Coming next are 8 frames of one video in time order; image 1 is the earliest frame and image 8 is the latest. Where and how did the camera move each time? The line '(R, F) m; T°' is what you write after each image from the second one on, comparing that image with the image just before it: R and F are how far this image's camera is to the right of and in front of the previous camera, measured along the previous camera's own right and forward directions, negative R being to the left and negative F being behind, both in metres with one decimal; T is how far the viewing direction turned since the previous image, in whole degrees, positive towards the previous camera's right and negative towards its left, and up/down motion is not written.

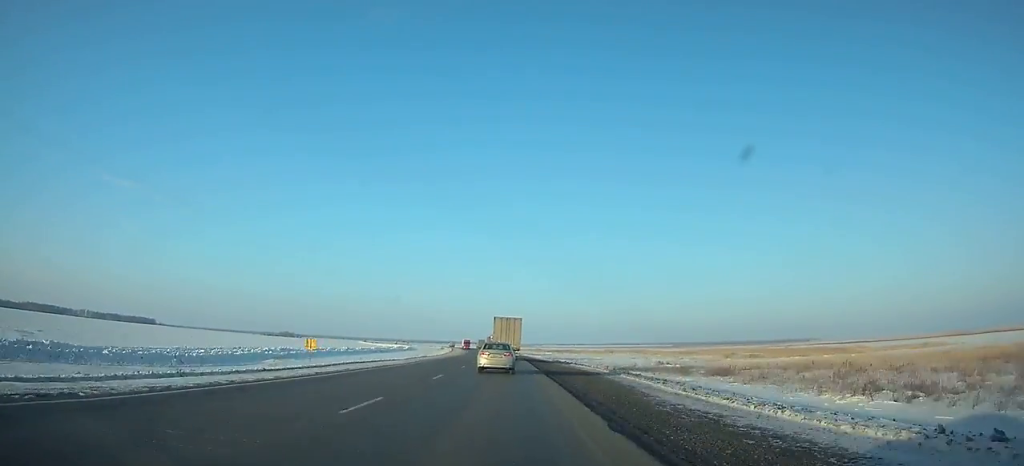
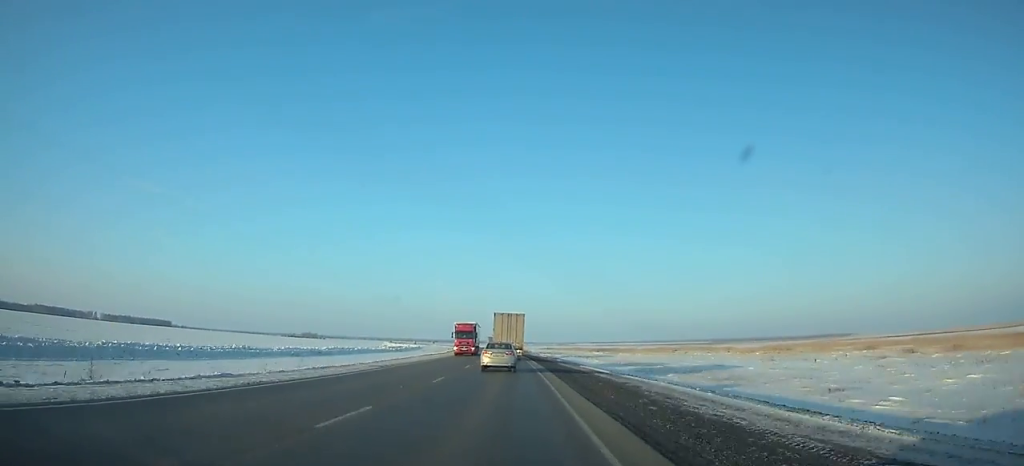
(-2.1, +89.4) m; -3°
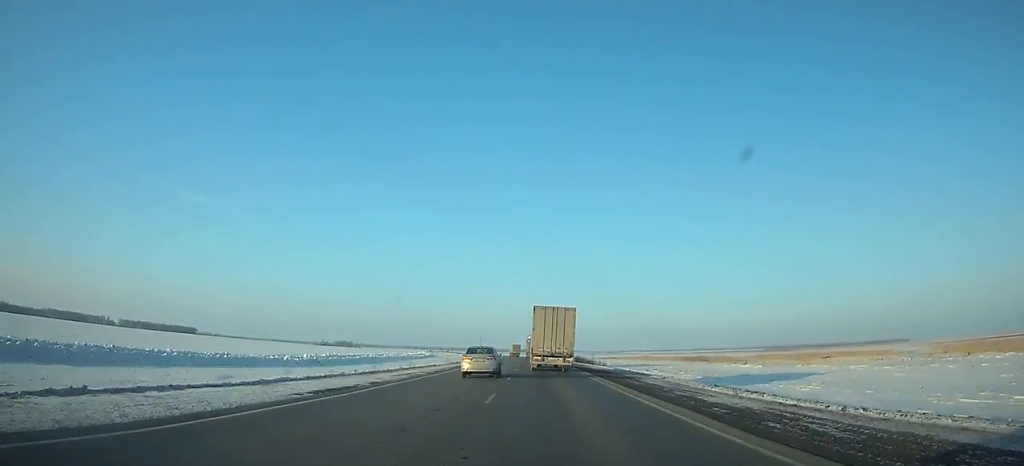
(-4.5, +117.3) m; -4°
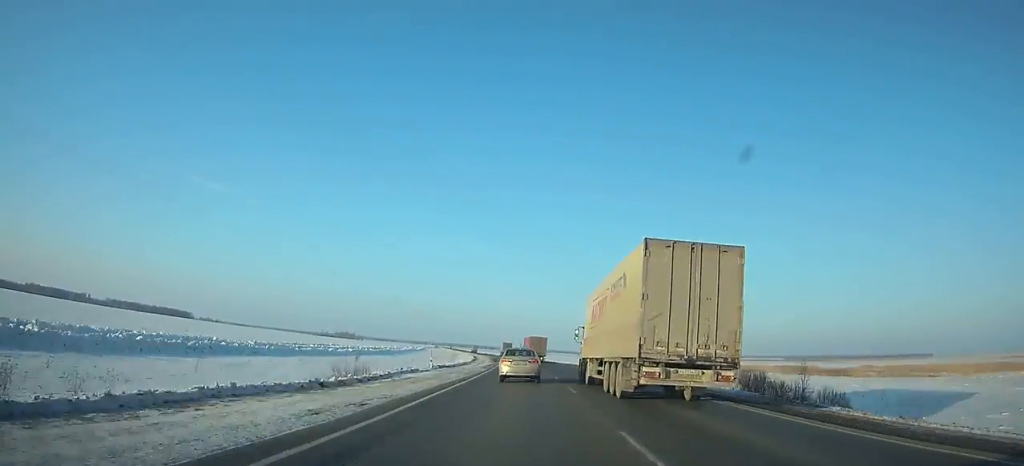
(-1.8, +104.5) m; -2°
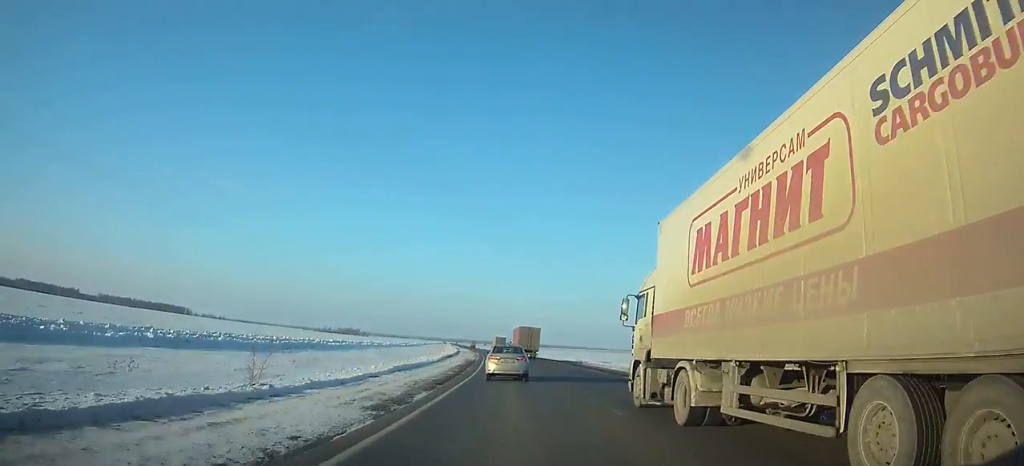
(-0.7, +65.7) m; -2°
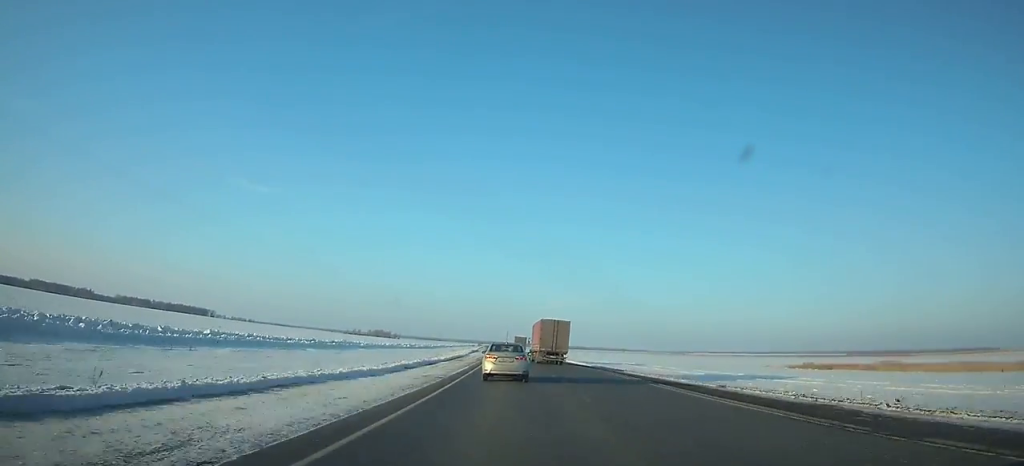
(-1.2, +70.0) m; -3°
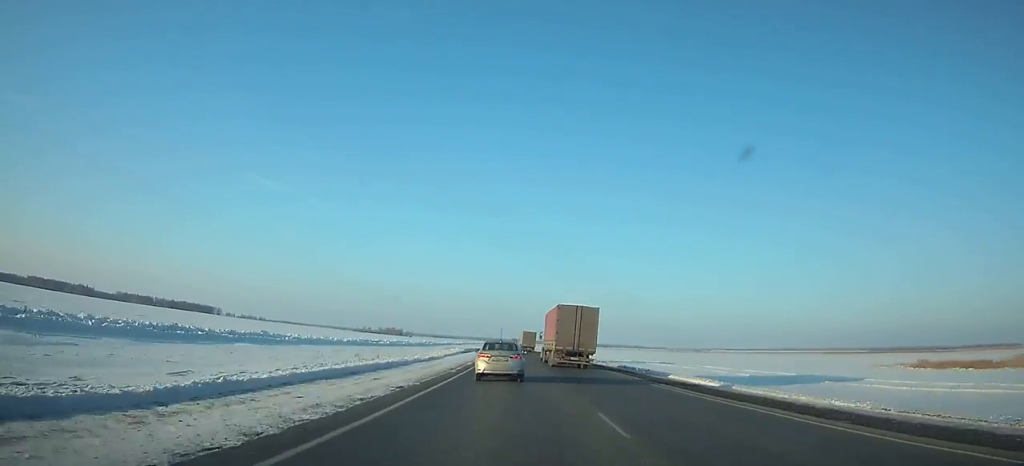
(-1.4, +53.3) m; -2°
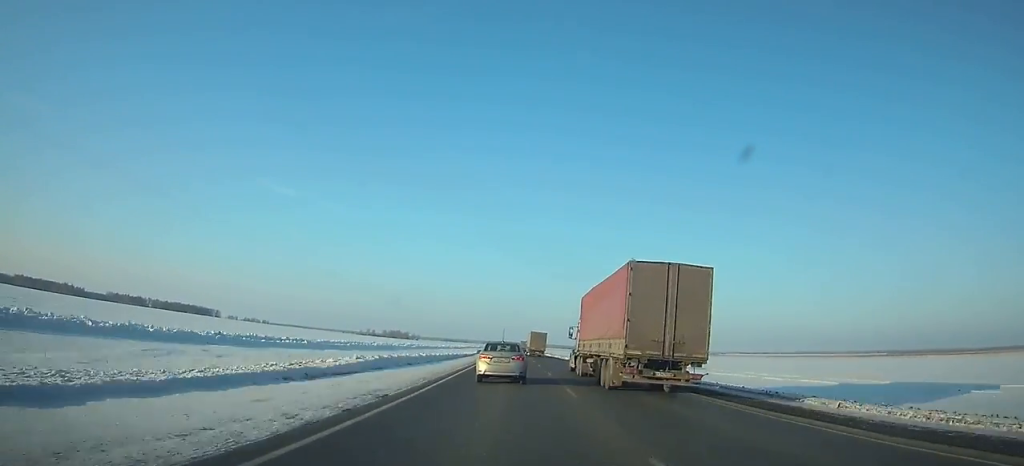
(-0.9, +65.4) m; -1°
